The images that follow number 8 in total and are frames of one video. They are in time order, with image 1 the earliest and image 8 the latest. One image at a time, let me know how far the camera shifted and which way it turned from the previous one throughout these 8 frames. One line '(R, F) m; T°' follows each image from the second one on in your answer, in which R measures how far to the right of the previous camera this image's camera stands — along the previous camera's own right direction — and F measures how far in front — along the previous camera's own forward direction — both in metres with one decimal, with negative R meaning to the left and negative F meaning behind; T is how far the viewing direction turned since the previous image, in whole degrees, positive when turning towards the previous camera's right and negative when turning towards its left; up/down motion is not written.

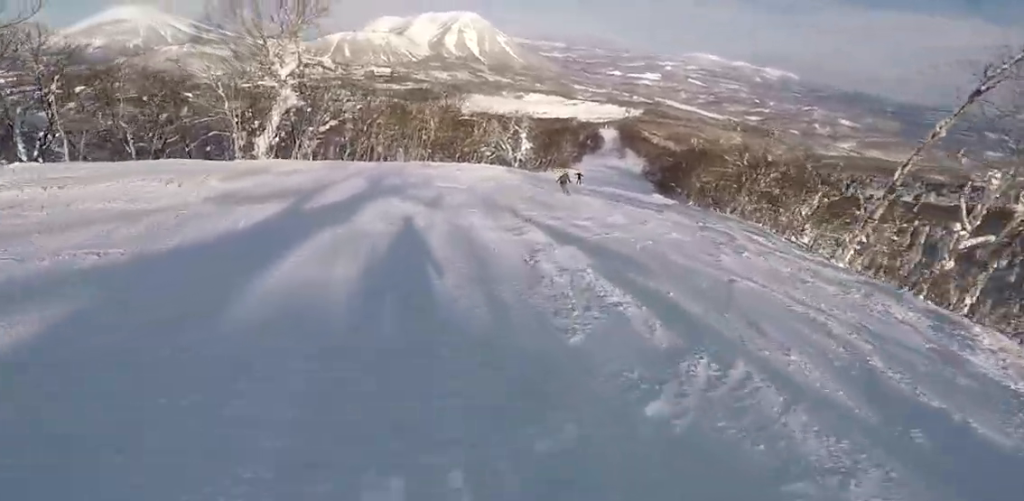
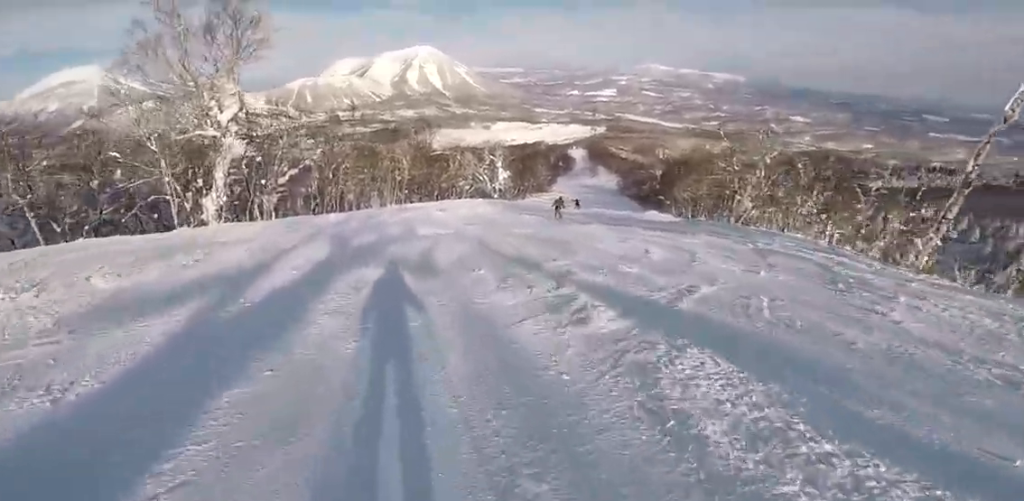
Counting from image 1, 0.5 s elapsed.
(+0.4, +3.6) m; +5°
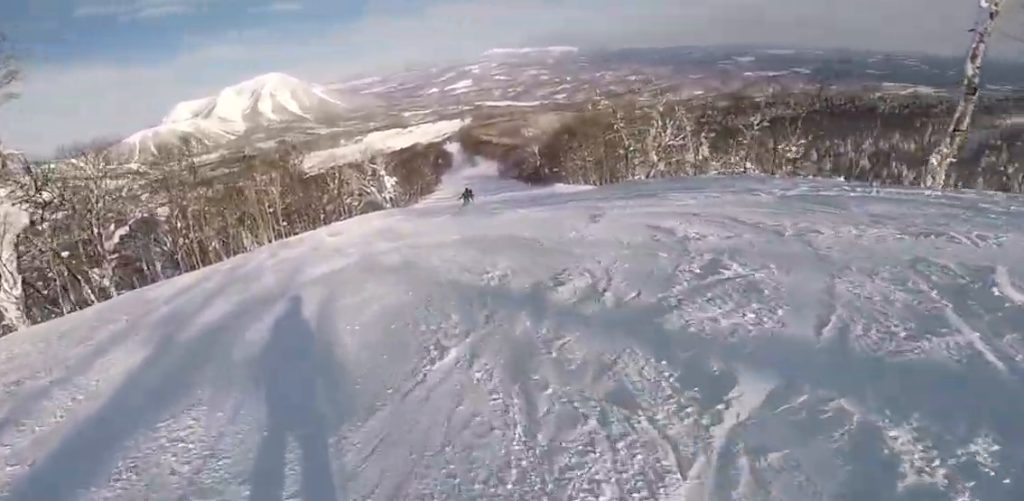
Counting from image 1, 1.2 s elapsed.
(+0.2, +4.6) m; +2°
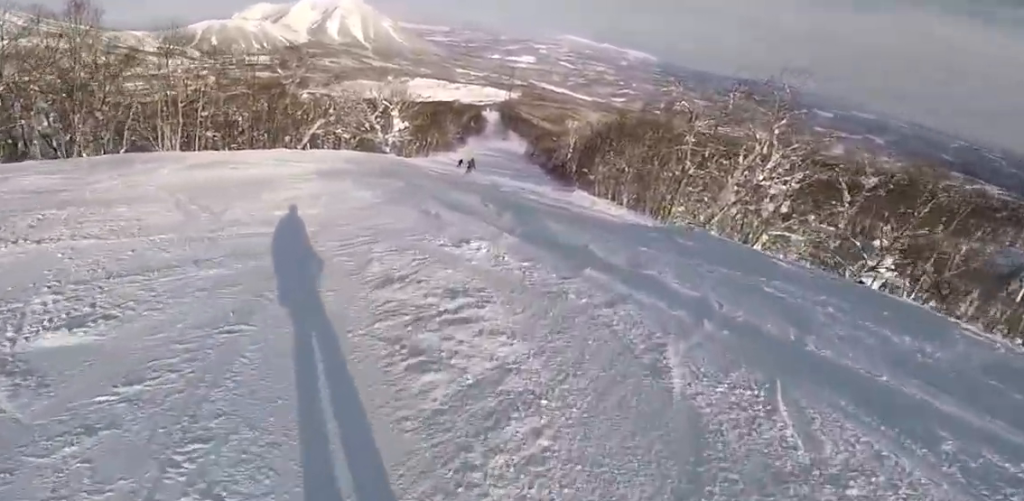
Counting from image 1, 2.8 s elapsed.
(-0.1, +11.0) m; -11°
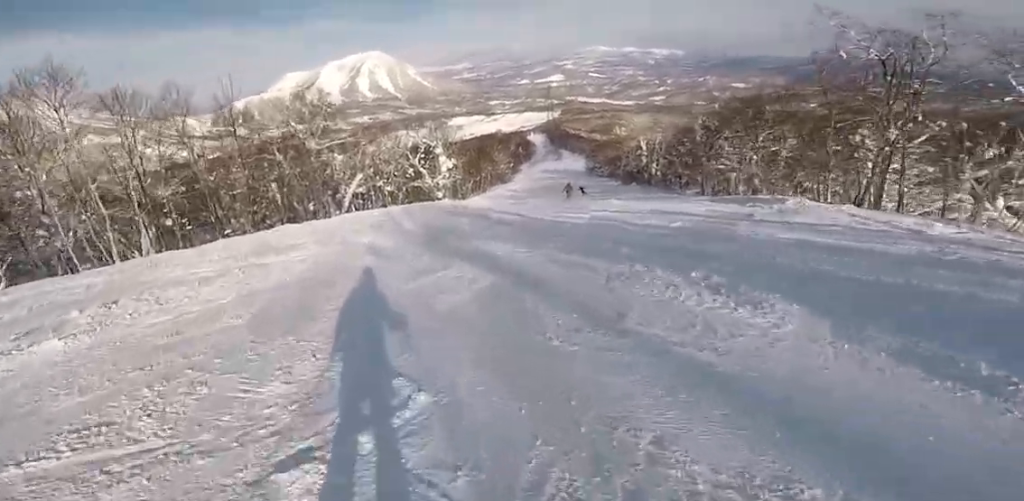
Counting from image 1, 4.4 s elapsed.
(-0.4, +12.1) m; +12°
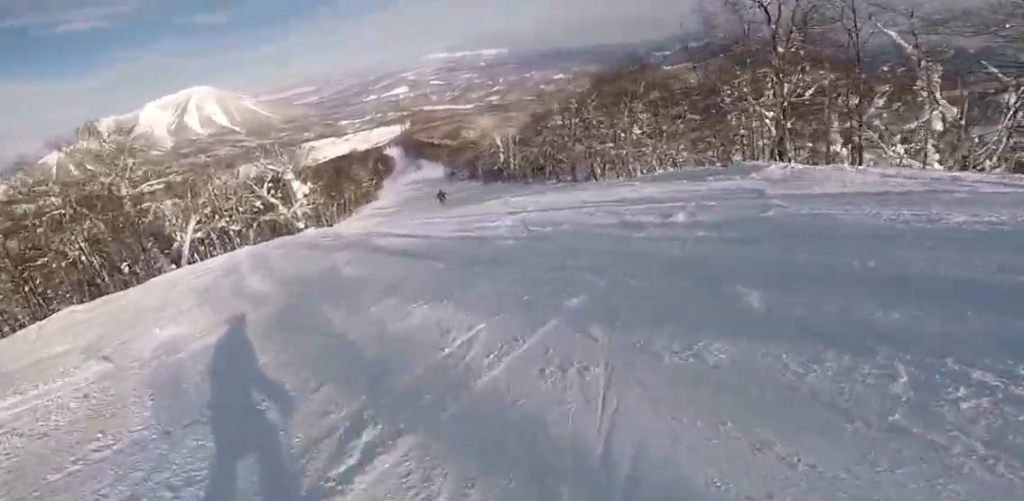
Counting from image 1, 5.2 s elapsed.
(+0.7, +5.7) m; +5°
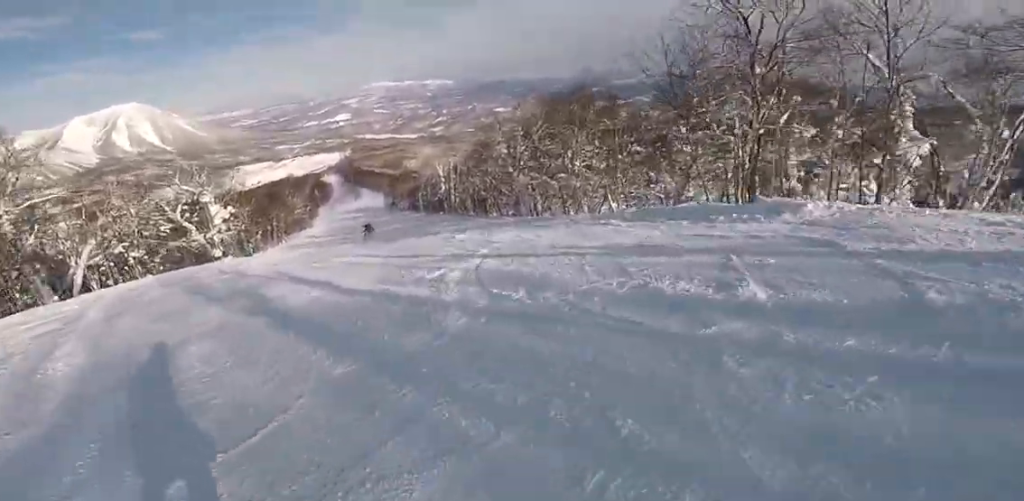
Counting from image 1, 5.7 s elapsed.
(+0.7, +3.9) m; -1°
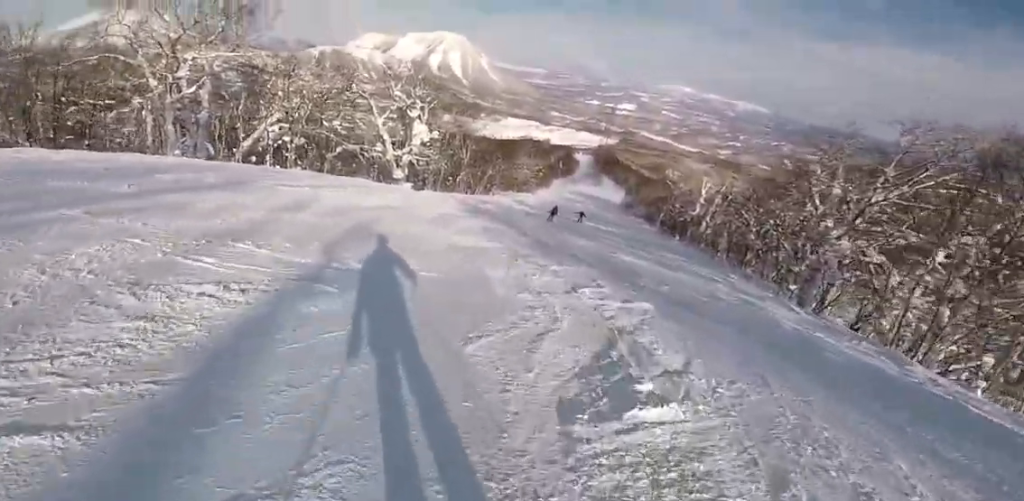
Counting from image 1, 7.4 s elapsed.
(-3.5, +14.4) m; -17°
